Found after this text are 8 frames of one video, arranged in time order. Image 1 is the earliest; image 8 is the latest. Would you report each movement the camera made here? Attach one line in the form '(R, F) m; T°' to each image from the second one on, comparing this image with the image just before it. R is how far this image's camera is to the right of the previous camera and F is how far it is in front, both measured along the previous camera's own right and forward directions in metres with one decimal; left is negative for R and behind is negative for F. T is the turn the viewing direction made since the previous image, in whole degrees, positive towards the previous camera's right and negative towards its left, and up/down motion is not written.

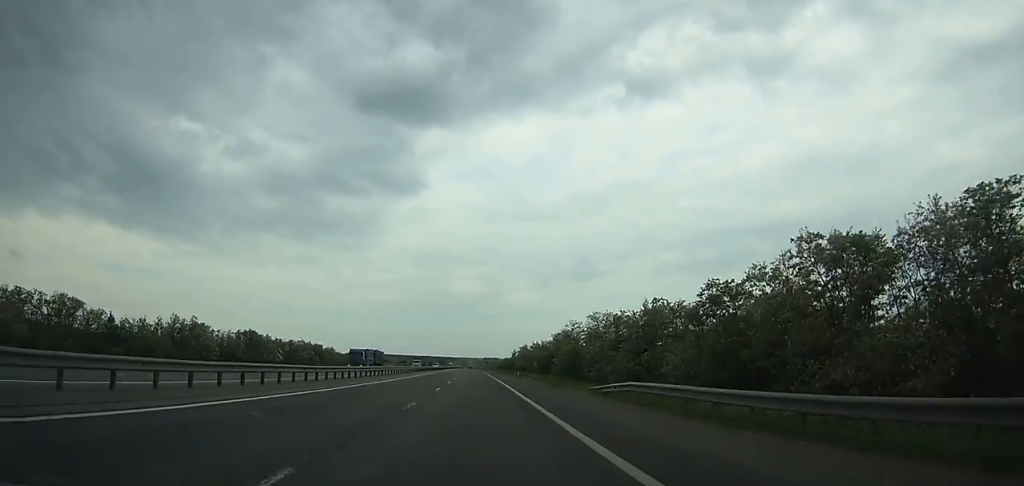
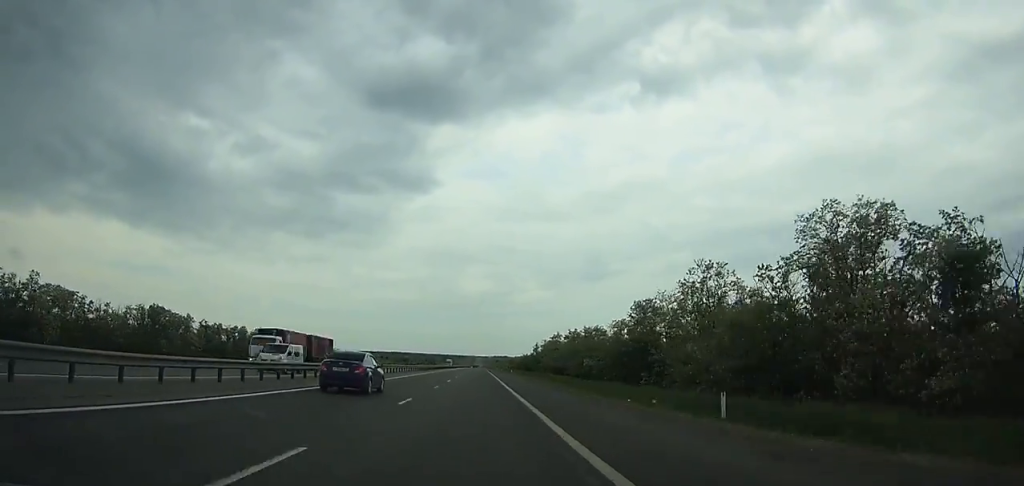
(-0.3, +70.8) m; -1°
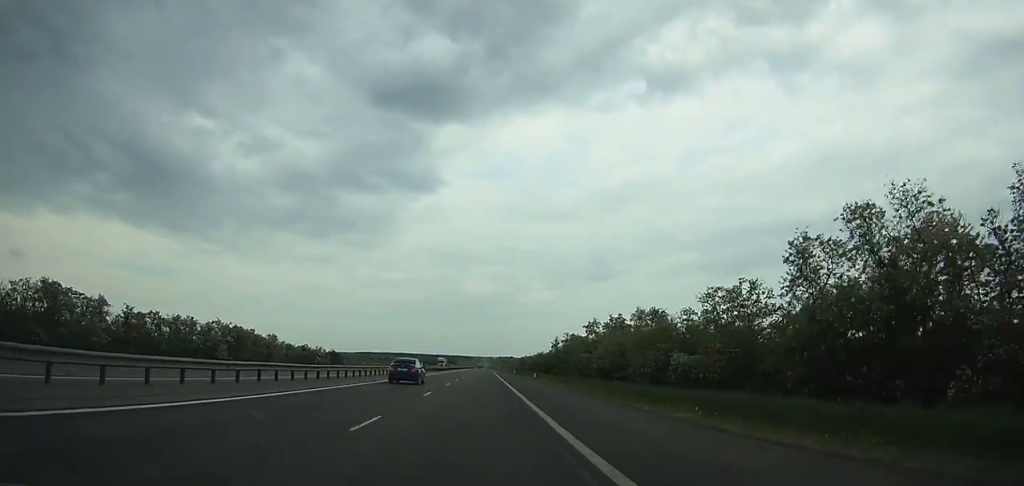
(-0.3, +42.8) m; 0°
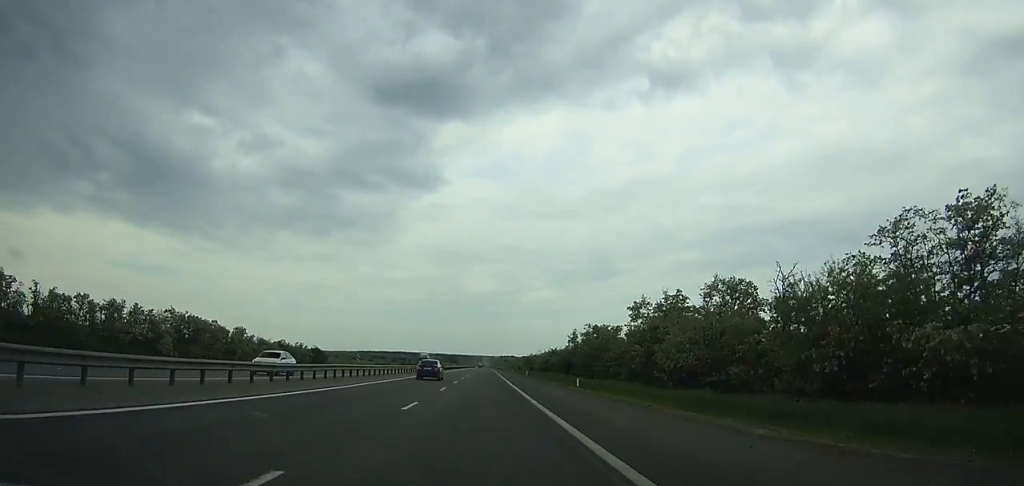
(-0.1, +31.0) m; 0°
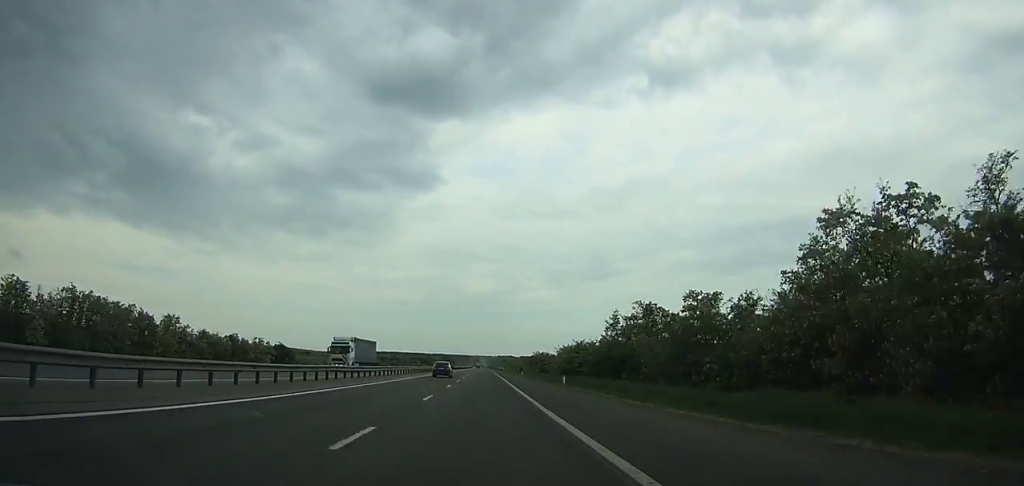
(-0.1, +42.9) m; 0°
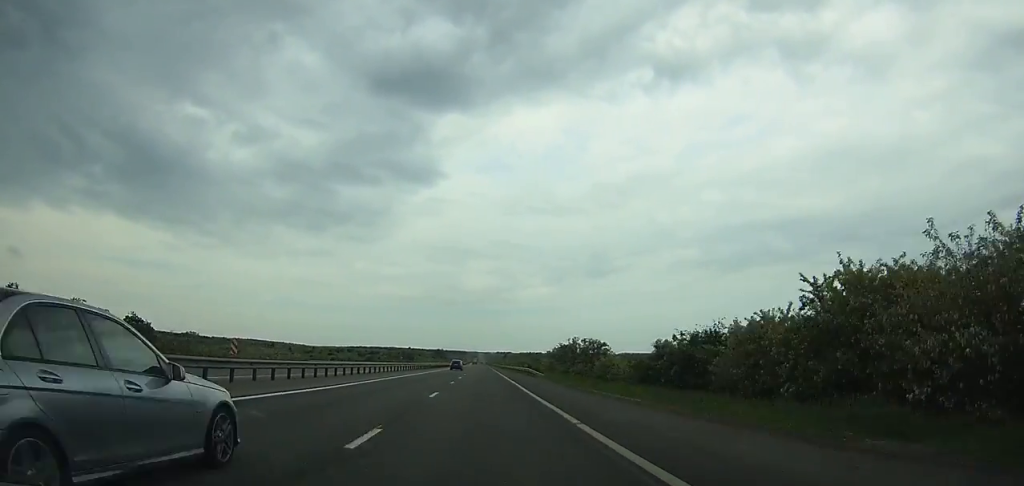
(+0.2, +95.3) m; 0°
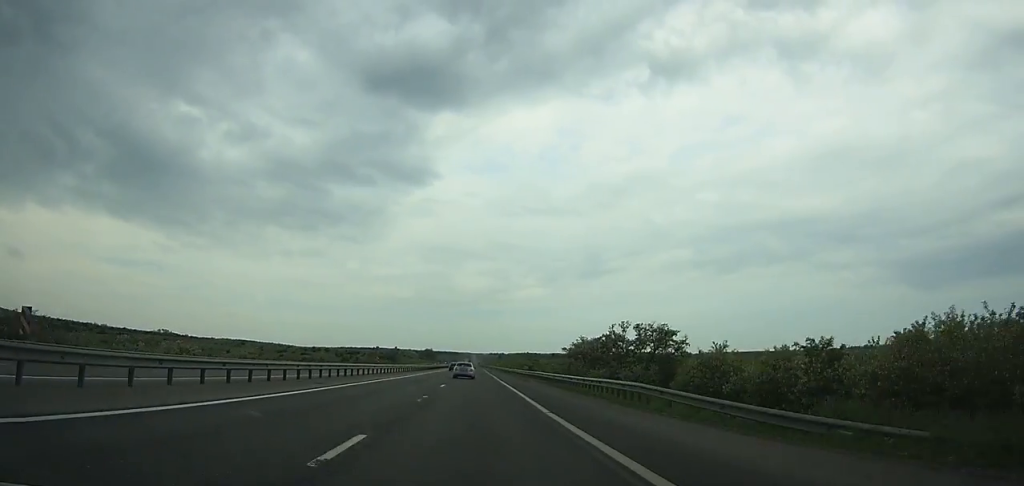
(+0.1, +49.7) m; 0°
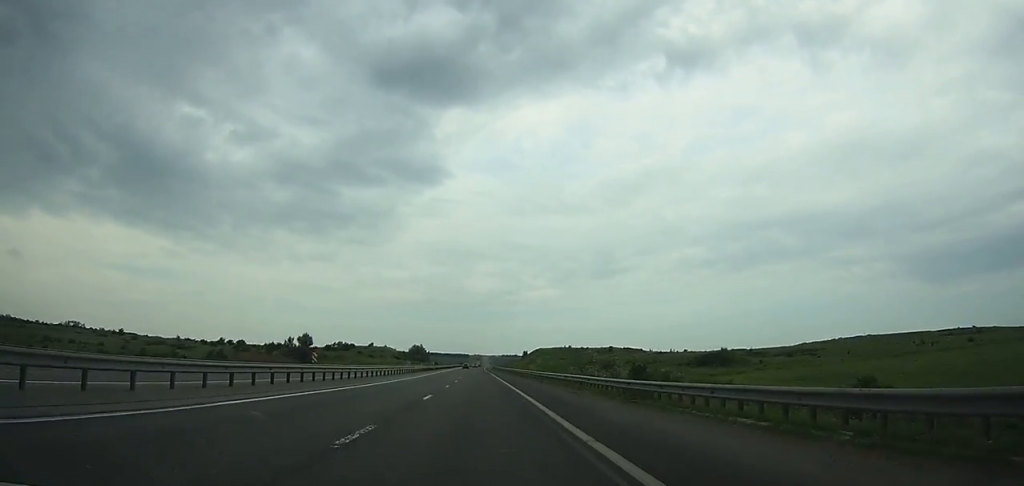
(+0.2, +181.4) m; 0°
